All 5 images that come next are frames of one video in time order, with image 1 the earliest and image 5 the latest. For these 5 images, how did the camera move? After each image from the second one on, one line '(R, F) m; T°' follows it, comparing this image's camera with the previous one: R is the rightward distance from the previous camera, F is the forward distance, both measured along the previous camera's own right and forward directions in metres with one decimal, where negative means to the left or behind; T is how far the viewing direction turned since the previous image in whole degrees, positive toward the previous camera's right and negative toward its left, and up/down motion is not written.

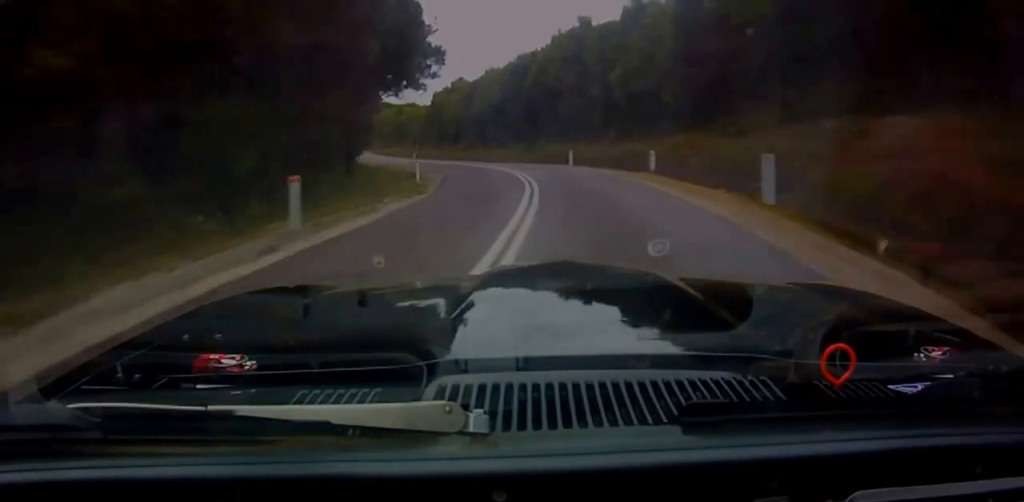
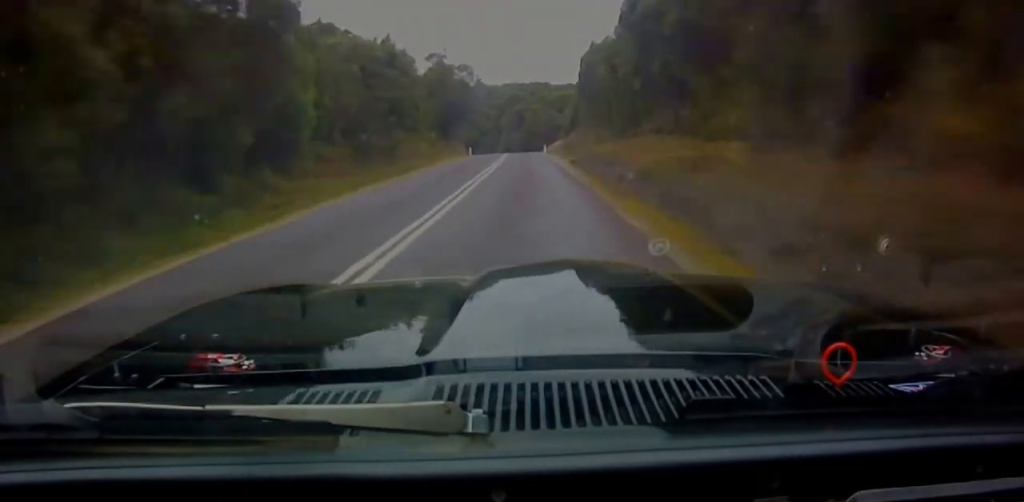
(-16.4, +97.3) m; -19°
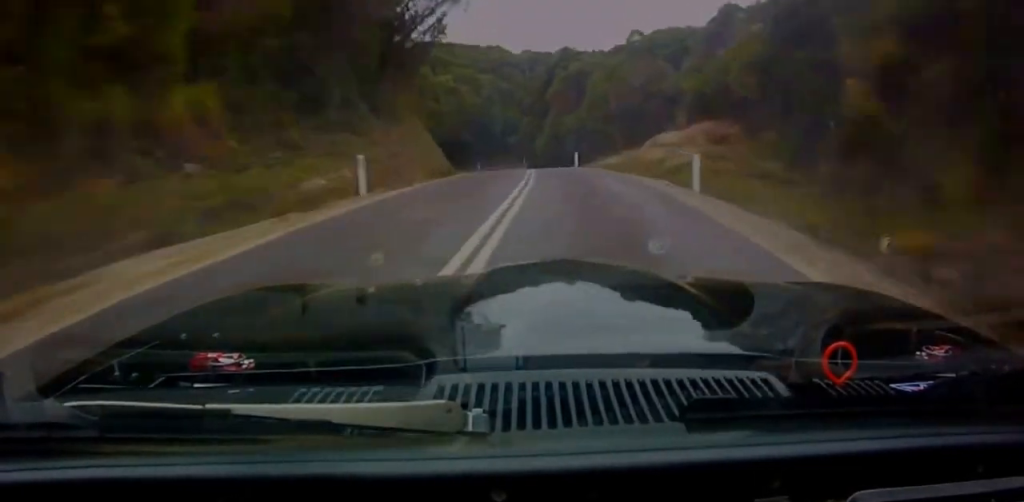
(-3.8, +49.5) m; -8°
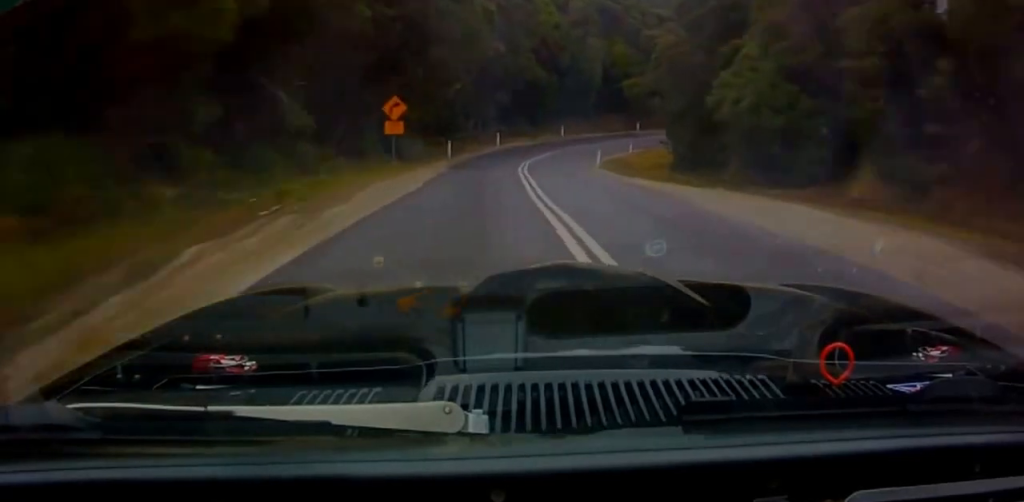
(-3.0, +48.9) m; -3°
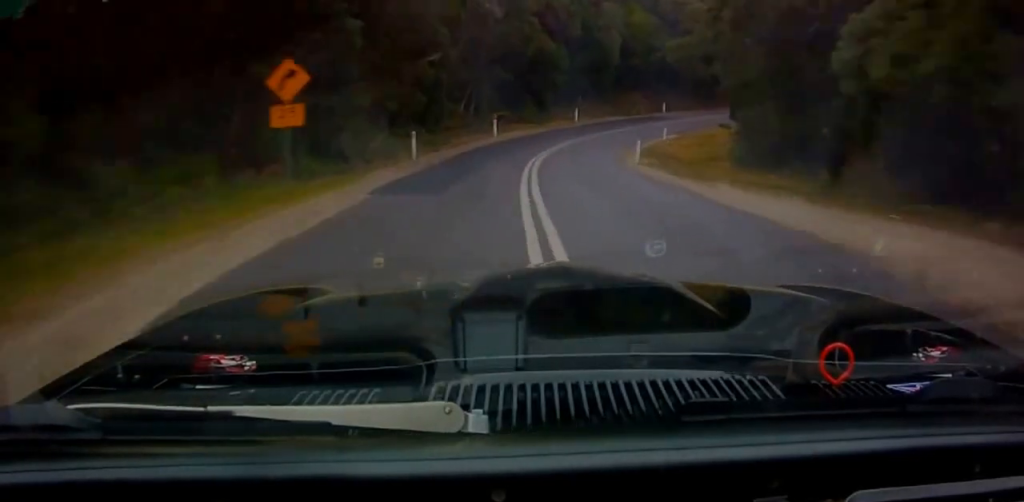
(-0.2, +11.3) m; +1°
